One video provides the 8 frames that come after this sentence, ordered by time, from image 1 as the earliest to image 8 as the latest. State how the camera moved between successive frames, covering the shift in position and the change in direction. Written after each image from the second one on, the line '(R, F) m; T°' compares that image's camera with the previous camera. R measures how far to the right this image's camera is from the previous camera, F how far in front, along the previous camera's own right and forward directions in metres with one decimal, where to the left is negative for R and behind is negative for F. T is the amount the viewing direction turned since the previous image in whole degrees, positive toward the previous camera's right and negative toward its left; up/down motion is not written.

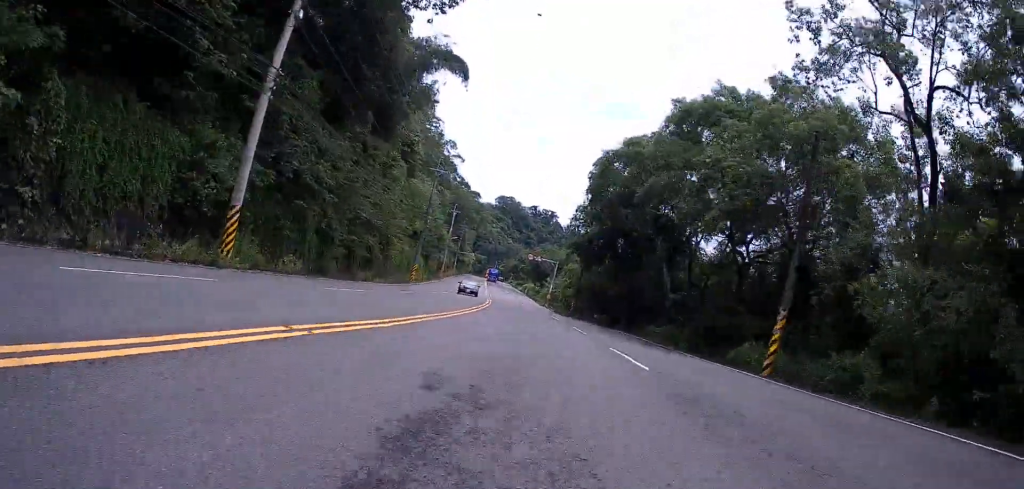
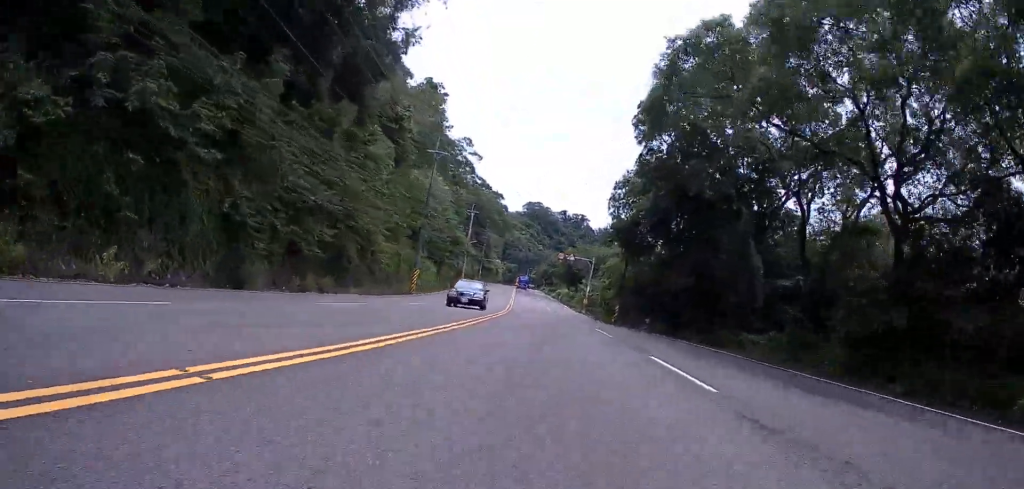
(0.0, +12.3) m; 0°
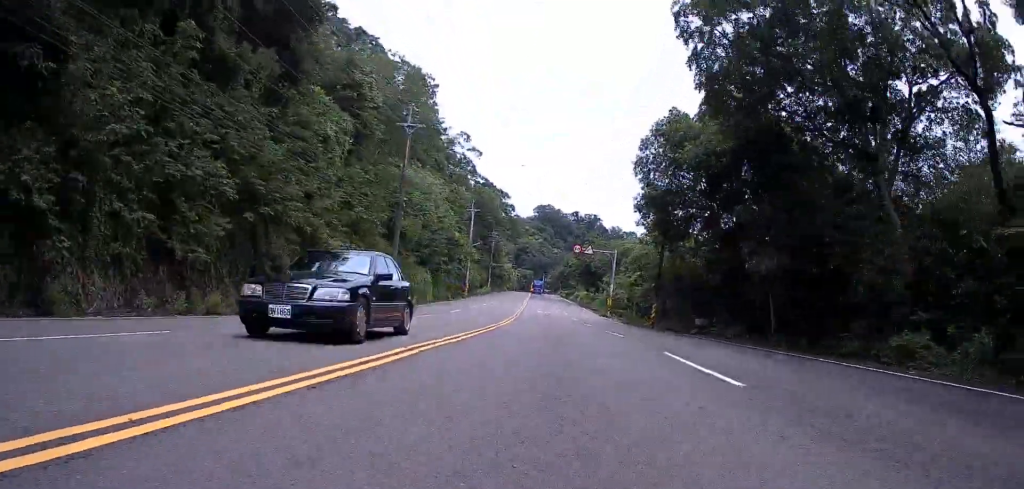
(0.0, +10.5) m; -1°
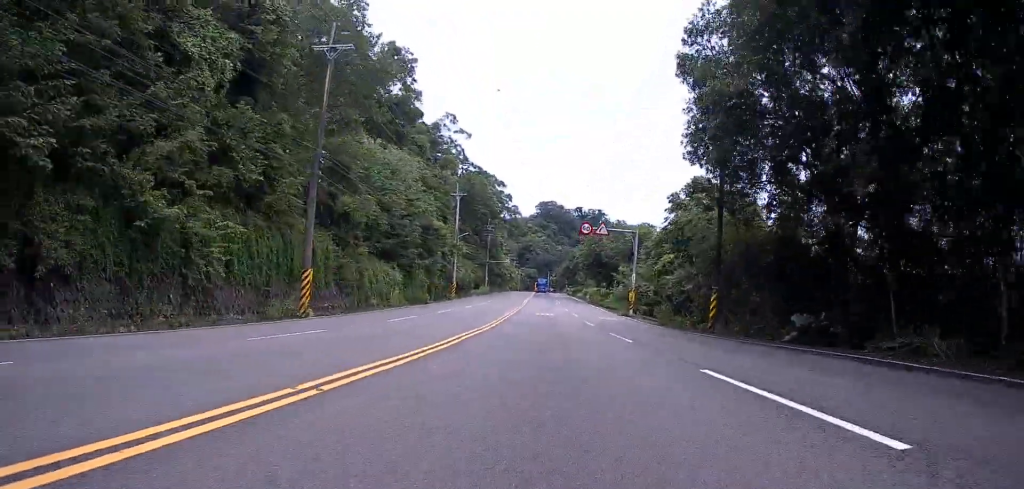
(+0.1, +13.2) m; -2°
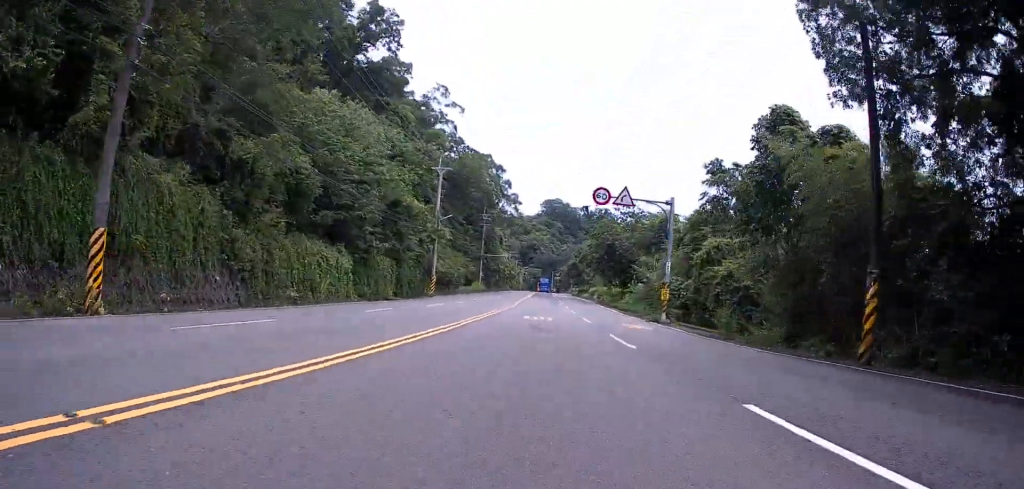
(-0.7, +12.4) m; 0°
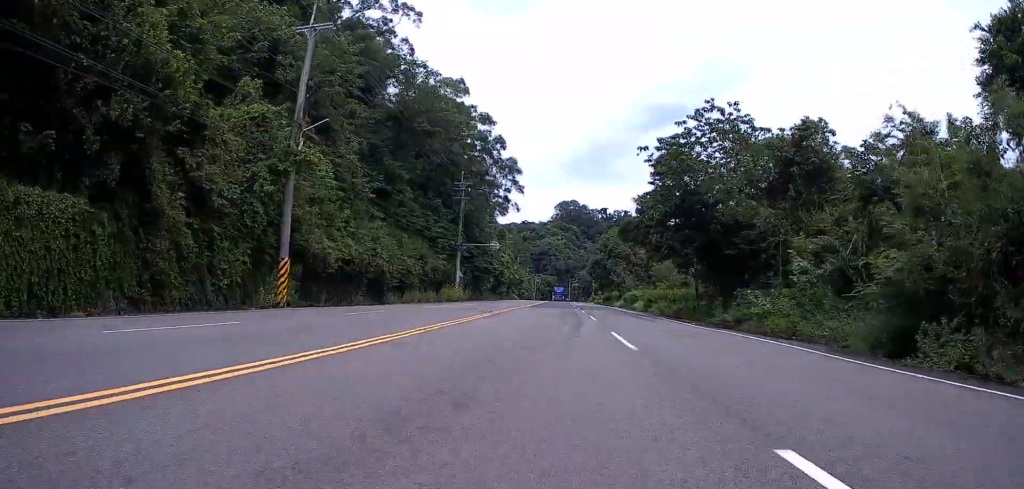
(+0.4, +31.3) m; -1°
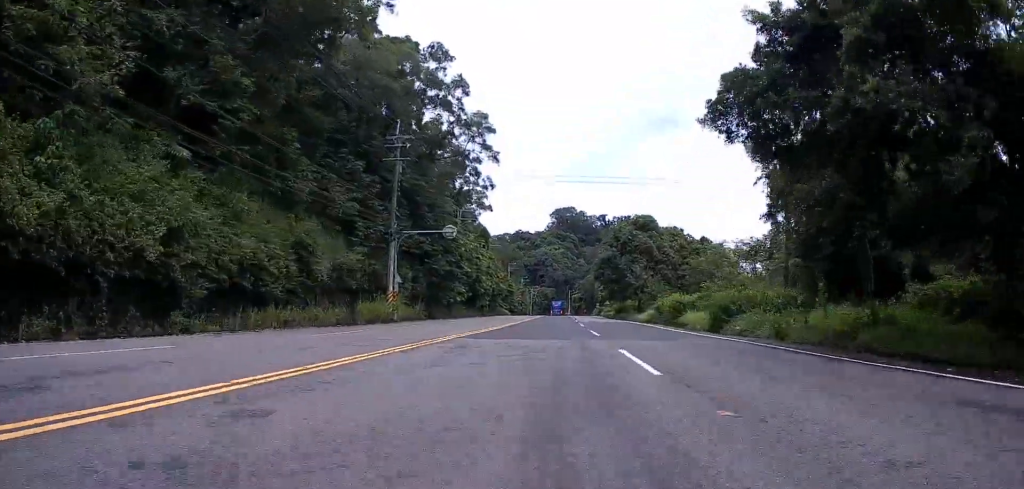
(-0.8, +21.7) m; -2°
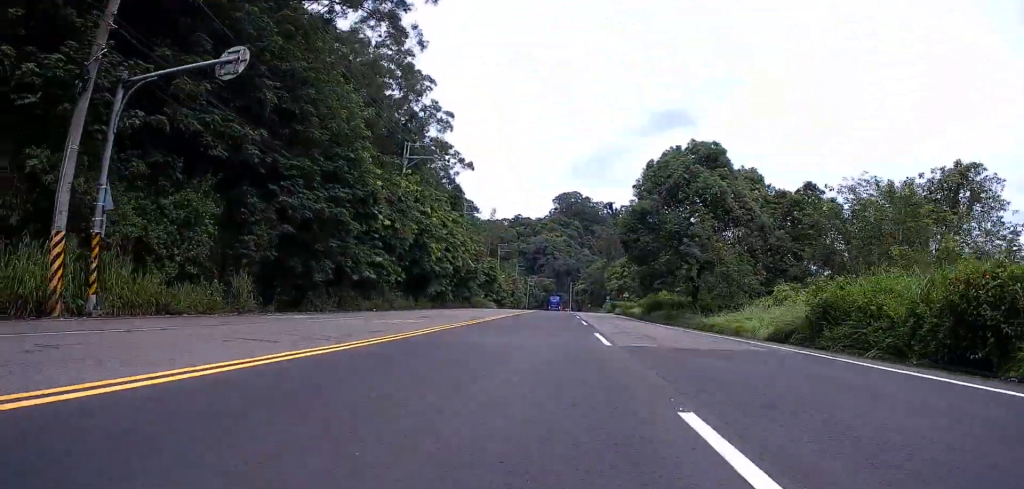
(0.0, +26.1) m; 0°
